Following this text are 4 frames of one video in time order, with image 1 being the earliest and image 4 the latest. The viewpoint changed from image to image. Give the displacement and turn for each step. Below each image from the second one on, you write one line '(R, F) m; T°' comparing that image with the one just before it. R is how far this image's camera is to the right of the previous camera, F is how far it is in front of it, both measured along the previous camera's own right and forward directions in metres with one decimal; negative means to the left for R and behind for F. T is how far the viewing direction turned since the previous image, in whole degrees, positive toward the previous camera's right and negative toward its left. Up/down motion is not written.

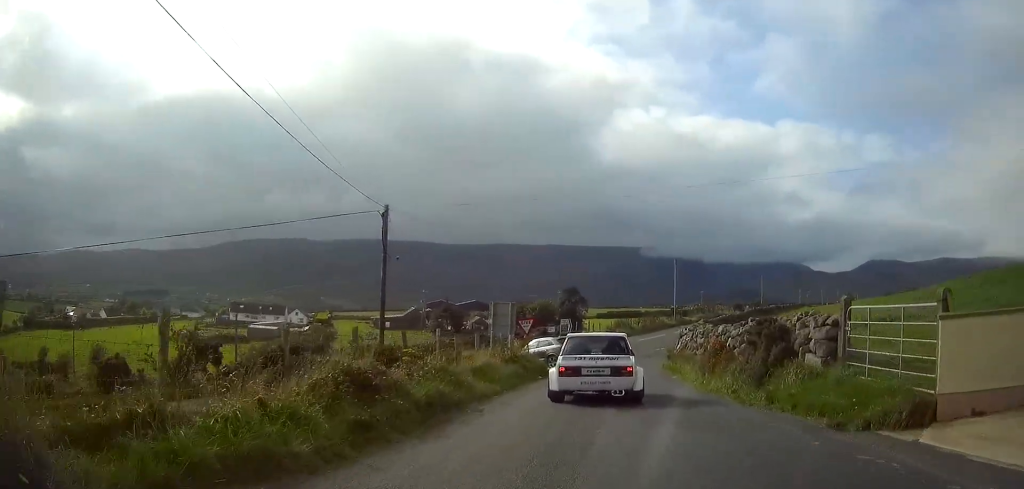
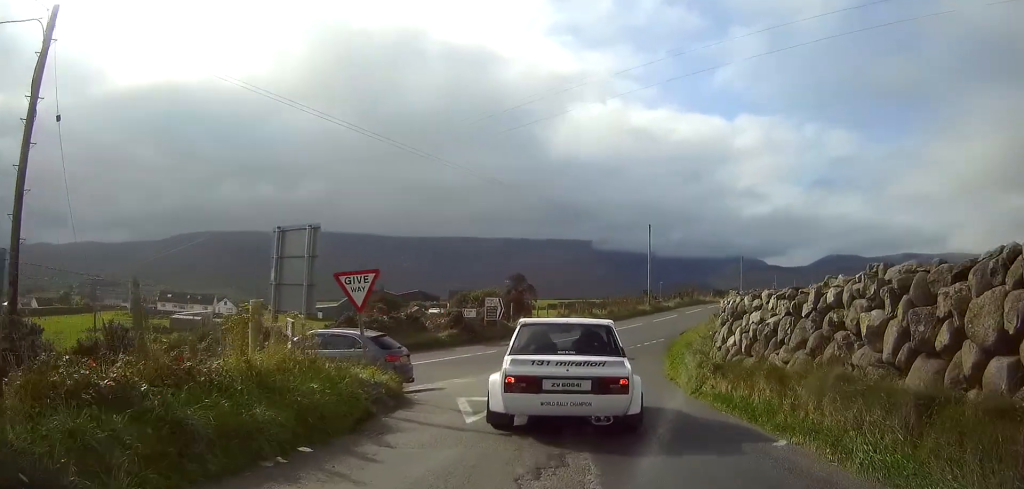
(+0.6, +15.5) m; +3°
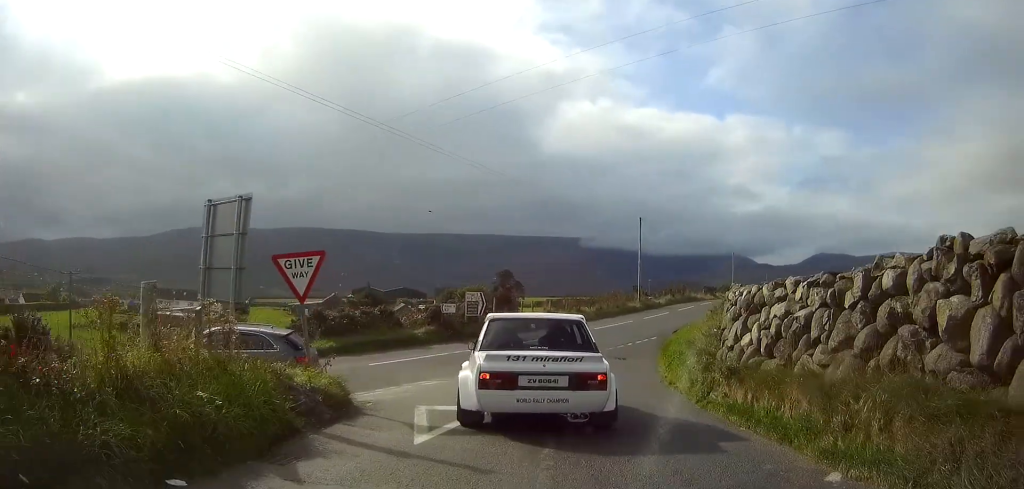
(0.0, +2.0) m; -2°
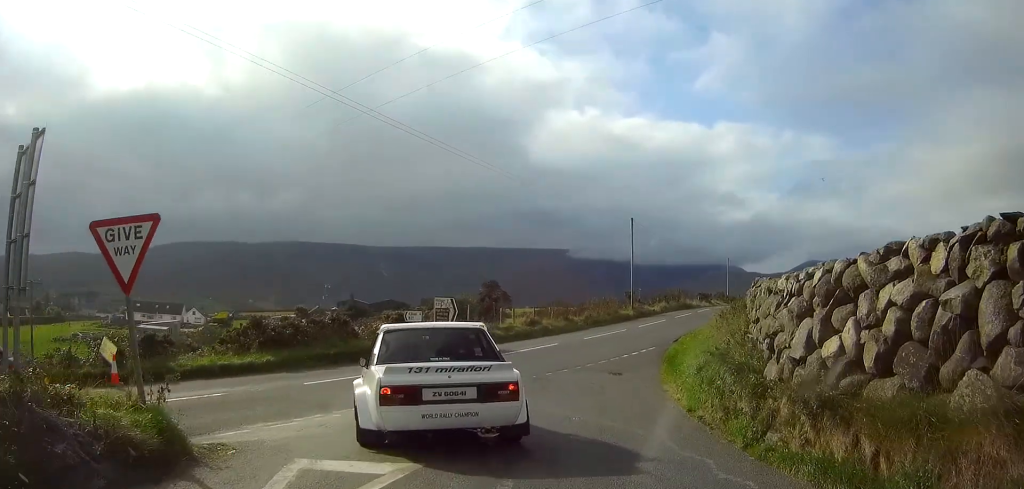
(-0.3, +4.1) m; -4°
